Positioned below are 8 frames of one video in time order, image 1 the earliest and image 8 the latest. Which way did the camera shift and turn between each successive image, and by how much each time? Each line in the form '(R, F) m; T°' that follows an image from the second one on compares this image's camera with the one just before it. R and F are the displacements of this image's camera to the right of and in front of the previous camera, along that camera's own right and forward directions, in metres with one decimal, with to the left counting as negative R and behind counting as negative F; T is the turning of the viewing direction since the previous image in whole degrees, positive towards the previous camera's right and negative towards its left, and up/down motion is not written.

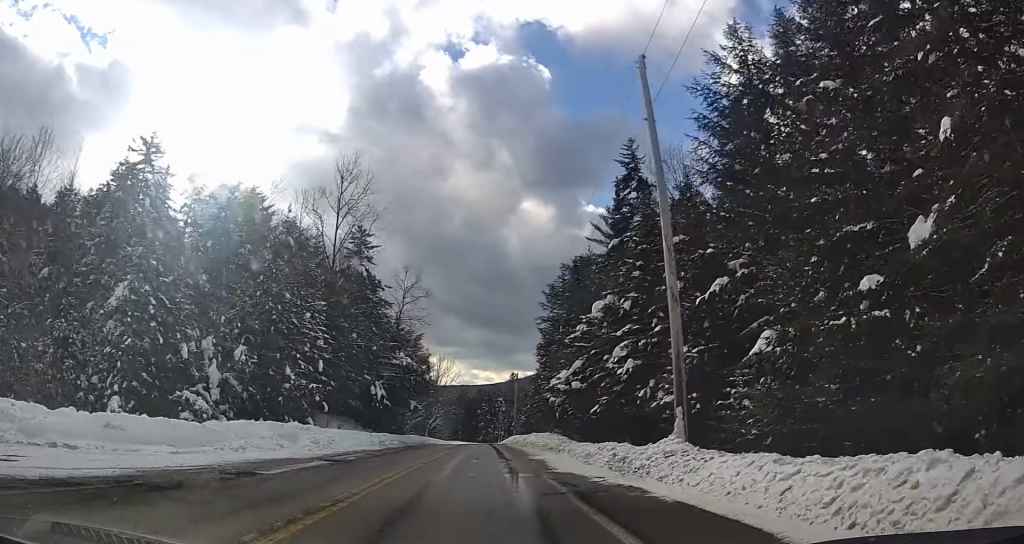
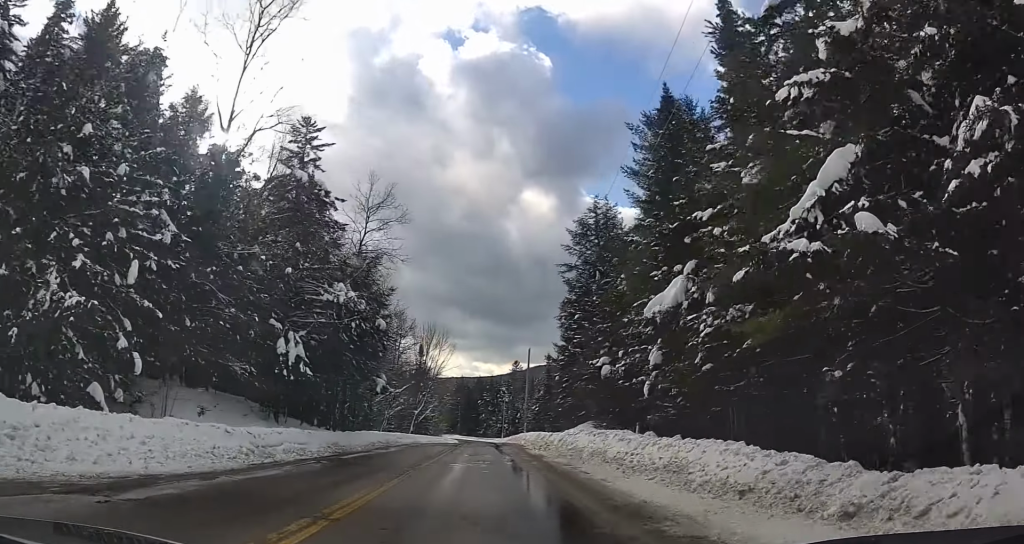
(+0.3, +21.3) m; -2°
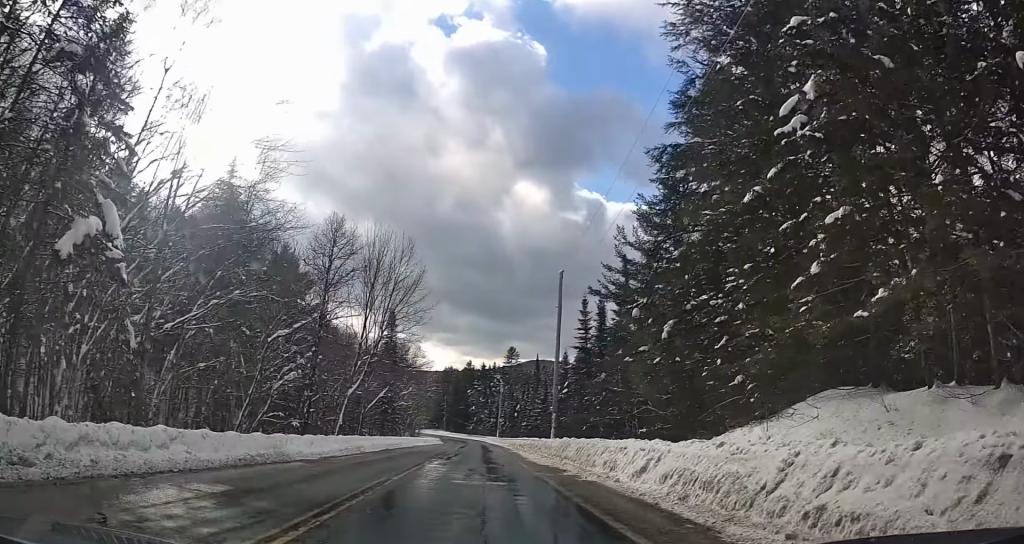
(-0.8, +34.1) m; 0°
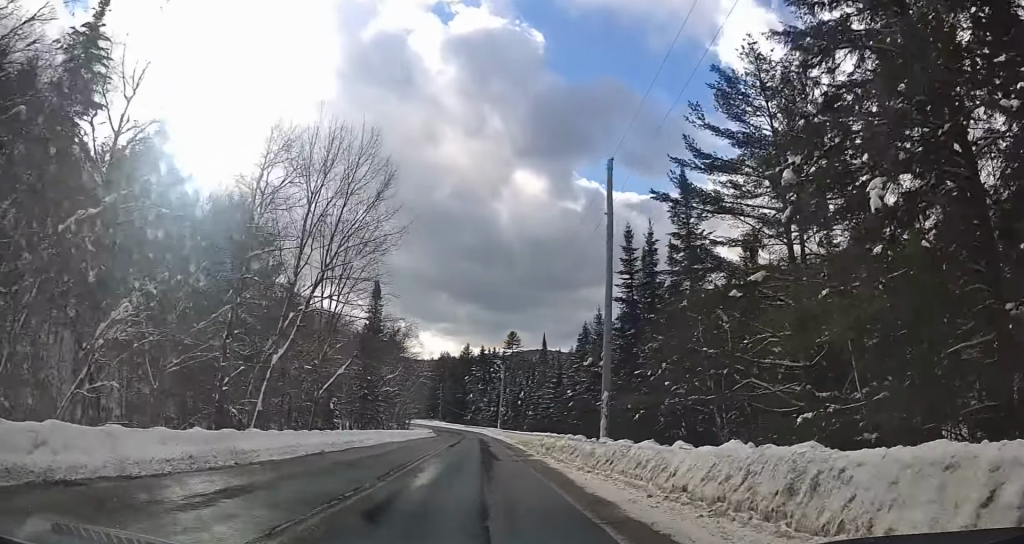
(+0.7, +15.4) m; +1°
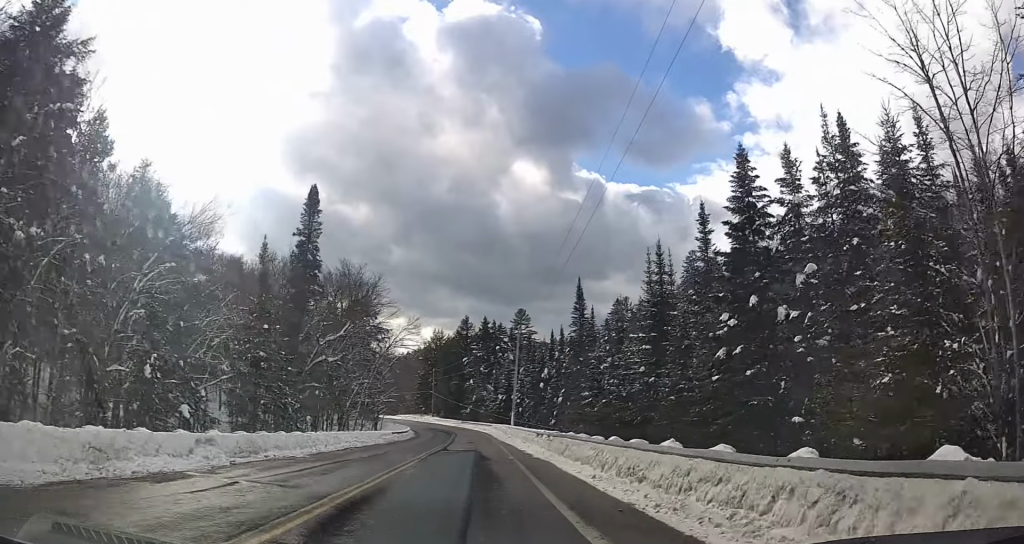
(-0.8, +36.8) m; 0°
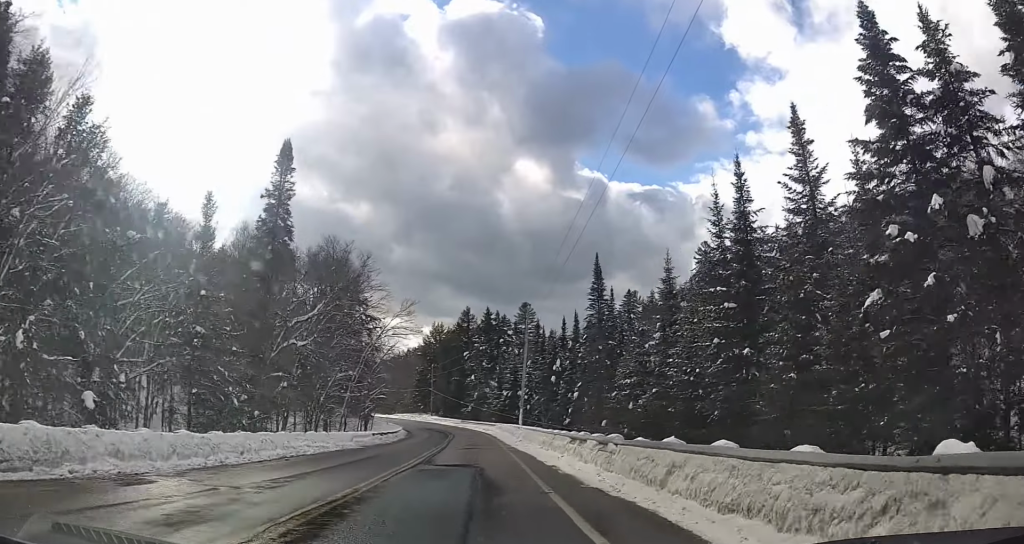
(+0.1, +9.5) m; +1°
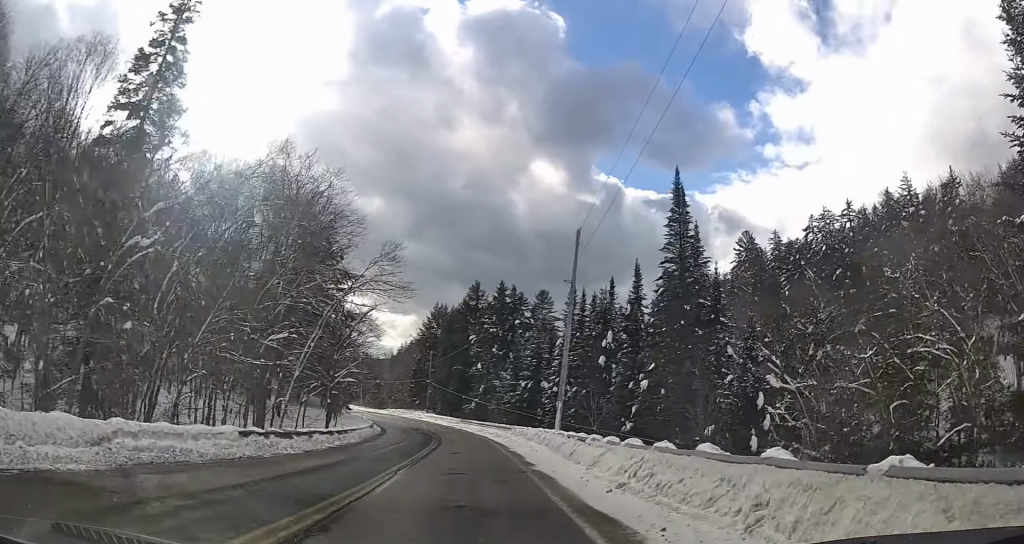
(+0.2, +22.2) m; -1°
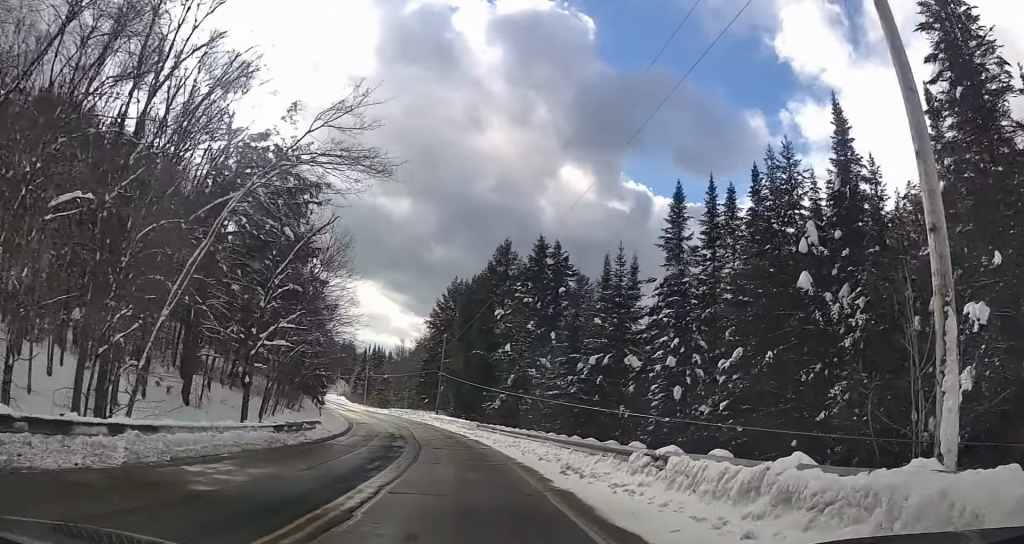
(-0.5, +25.2) m; -1°
